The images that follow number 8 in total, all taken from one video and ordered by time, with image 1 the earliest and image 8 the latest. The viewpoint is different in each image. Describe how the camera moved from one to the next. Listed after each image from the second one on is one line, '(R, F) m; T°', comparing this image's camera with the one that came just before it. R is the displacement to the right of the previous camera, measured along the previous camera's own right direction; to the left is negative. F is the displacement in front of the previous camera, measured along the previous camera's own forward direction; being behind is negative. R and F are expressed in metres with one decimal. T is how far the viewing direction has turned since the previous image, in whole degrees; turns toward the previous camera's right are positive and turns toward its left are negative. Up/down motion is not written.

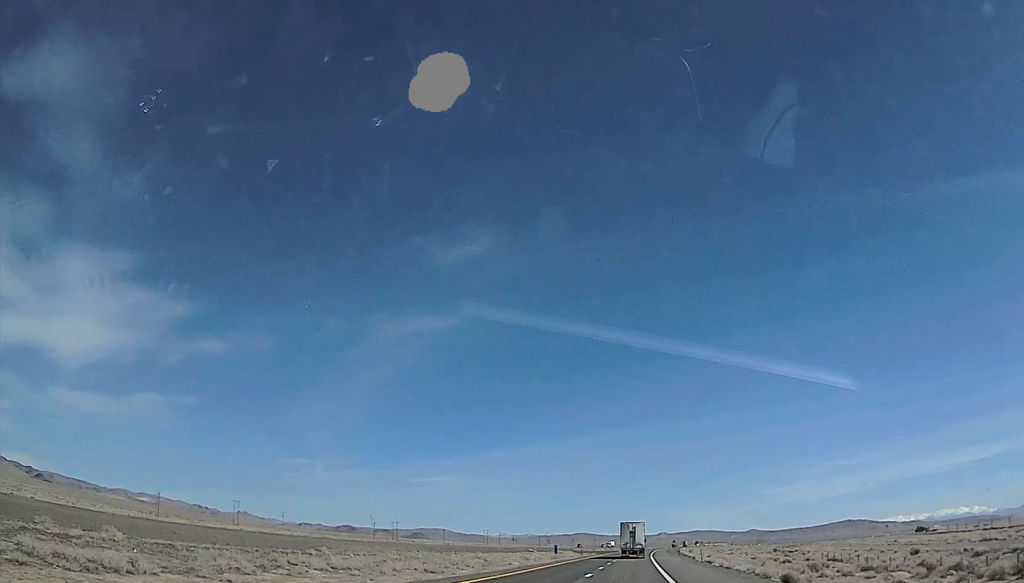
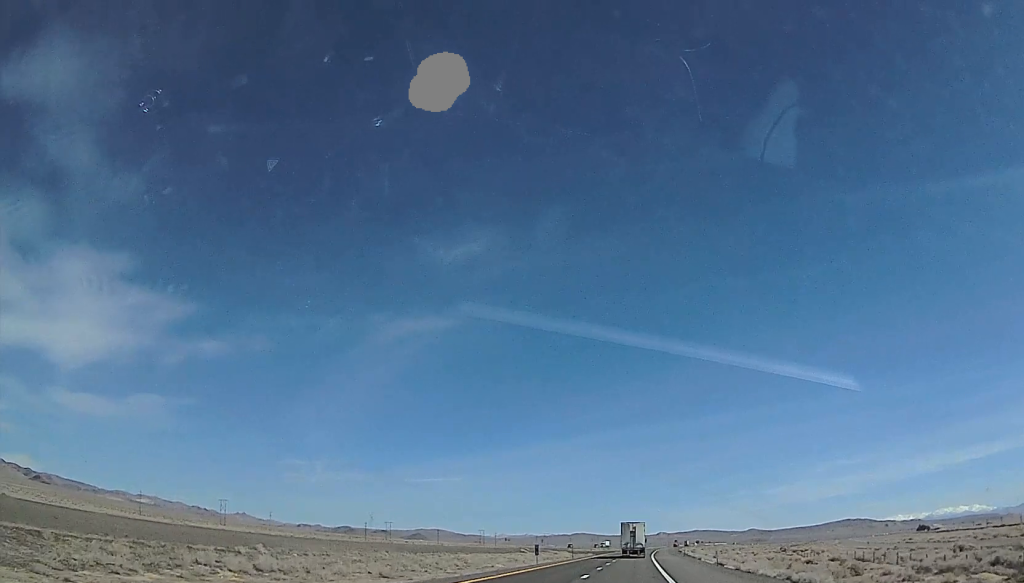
(0.0, +14.5) m; 0°
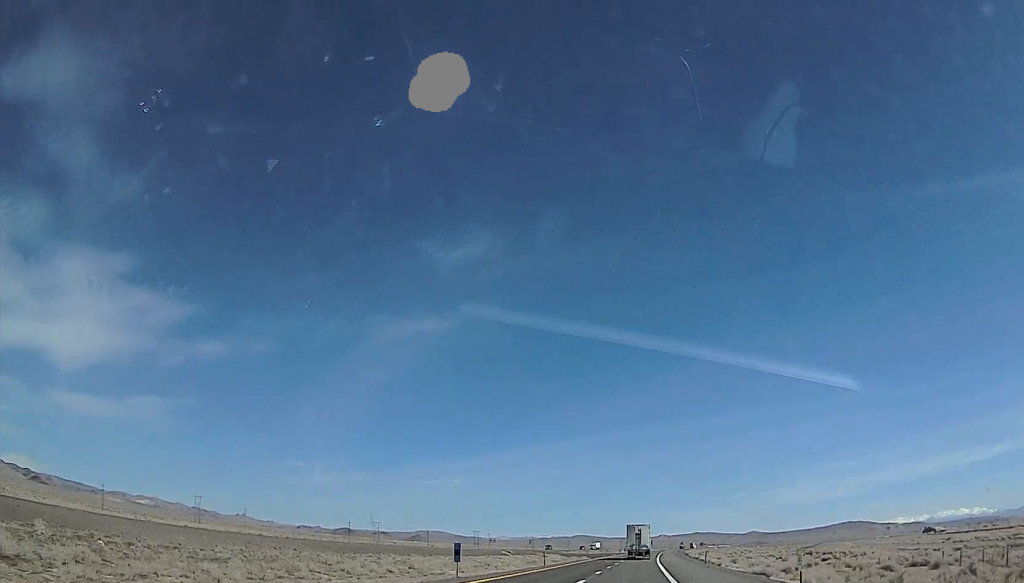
(0.0, +28.9) m; 0°
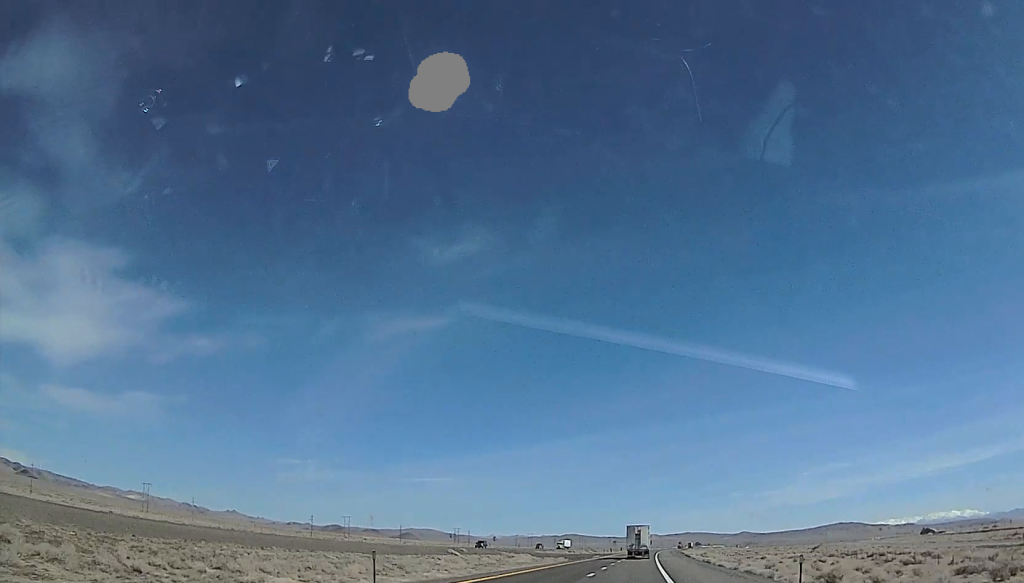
(+0.1, +41.2) m; 0°
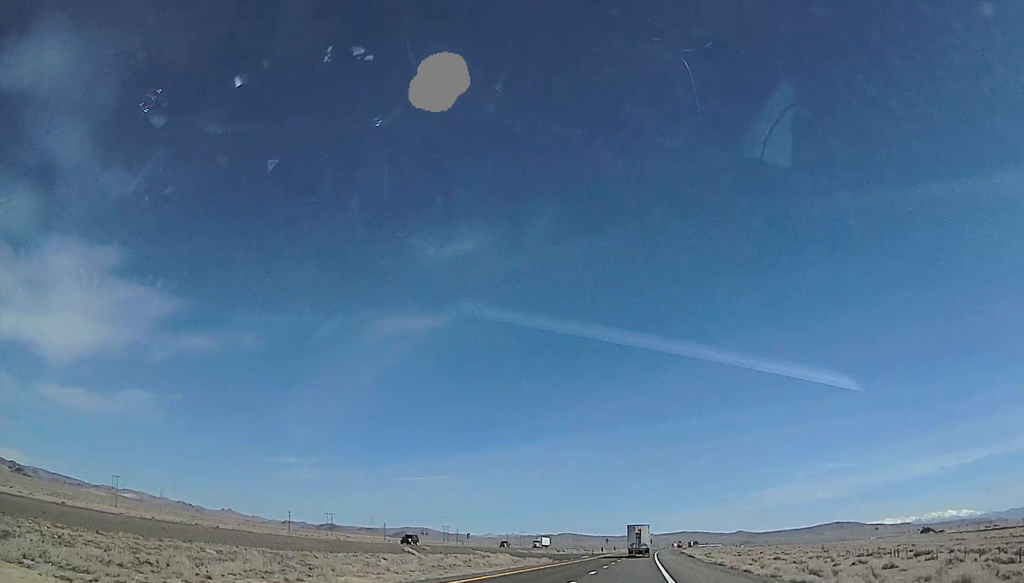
(0.0, +23.0) m; 0°
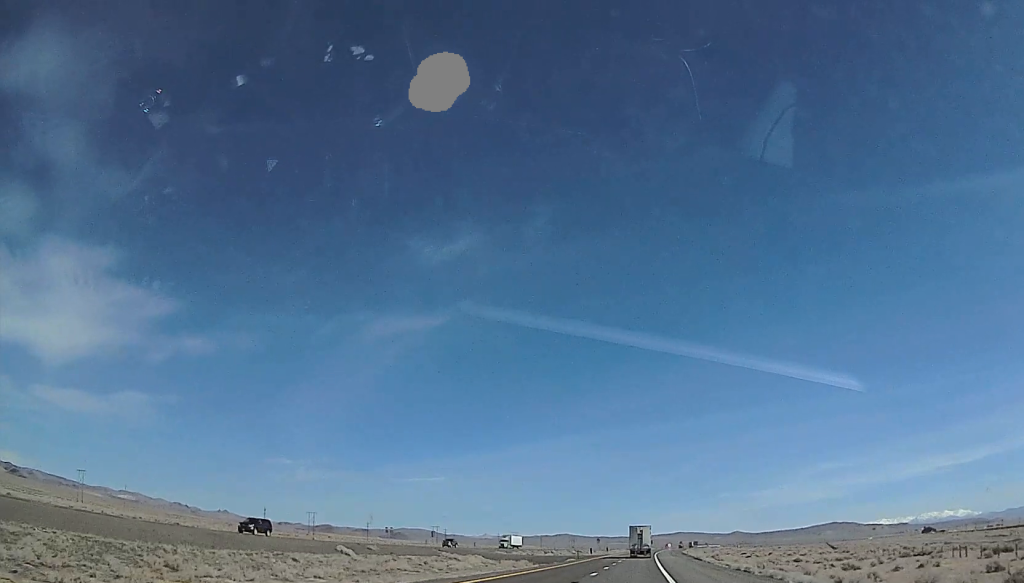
(-0.1, +24.0) m; 0°
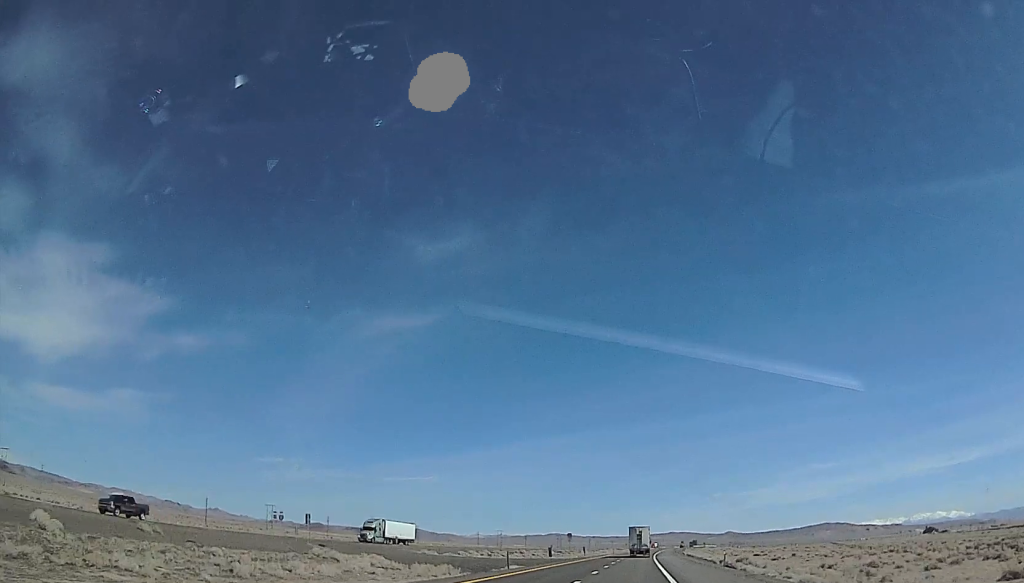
(+0.5, +48.0) m; +4°
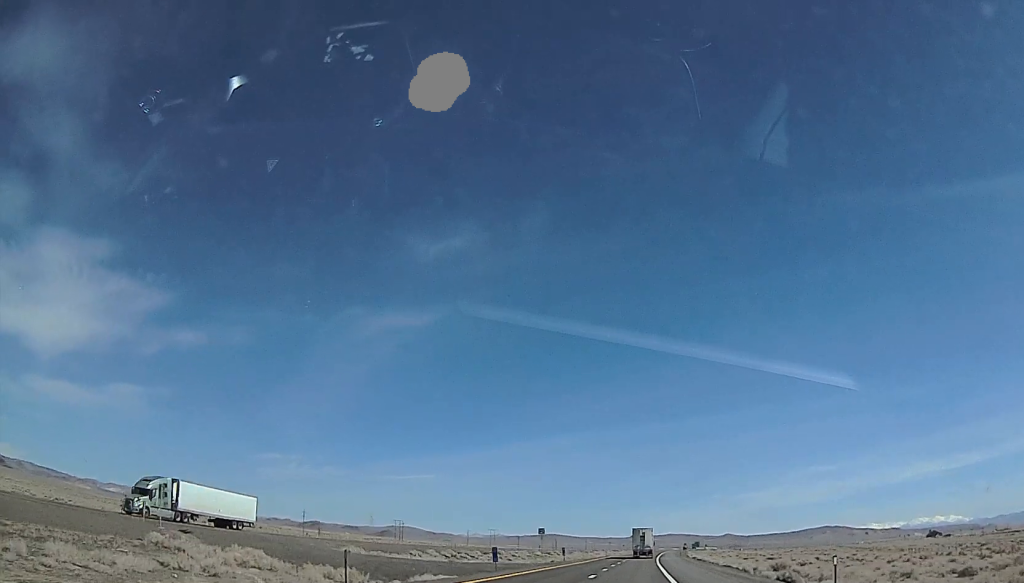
(+1.0, +27.9) m; 0°
